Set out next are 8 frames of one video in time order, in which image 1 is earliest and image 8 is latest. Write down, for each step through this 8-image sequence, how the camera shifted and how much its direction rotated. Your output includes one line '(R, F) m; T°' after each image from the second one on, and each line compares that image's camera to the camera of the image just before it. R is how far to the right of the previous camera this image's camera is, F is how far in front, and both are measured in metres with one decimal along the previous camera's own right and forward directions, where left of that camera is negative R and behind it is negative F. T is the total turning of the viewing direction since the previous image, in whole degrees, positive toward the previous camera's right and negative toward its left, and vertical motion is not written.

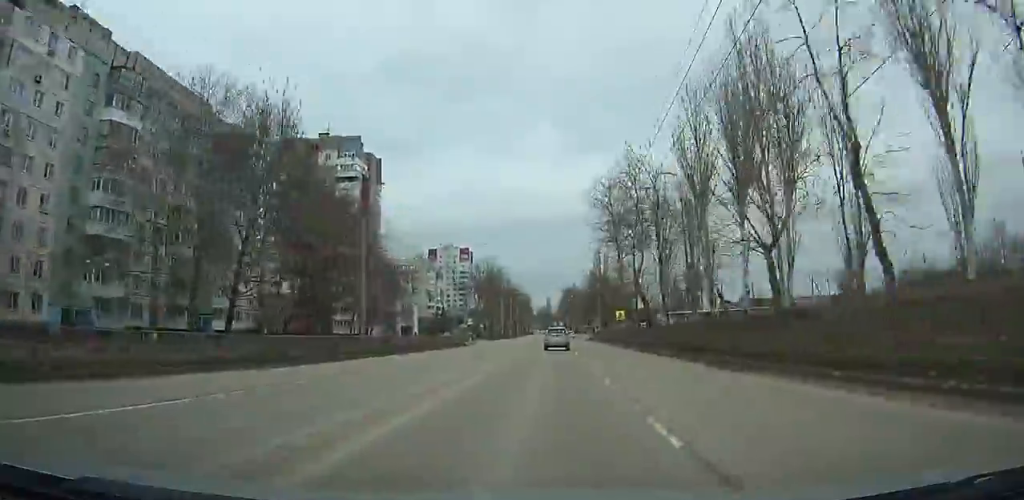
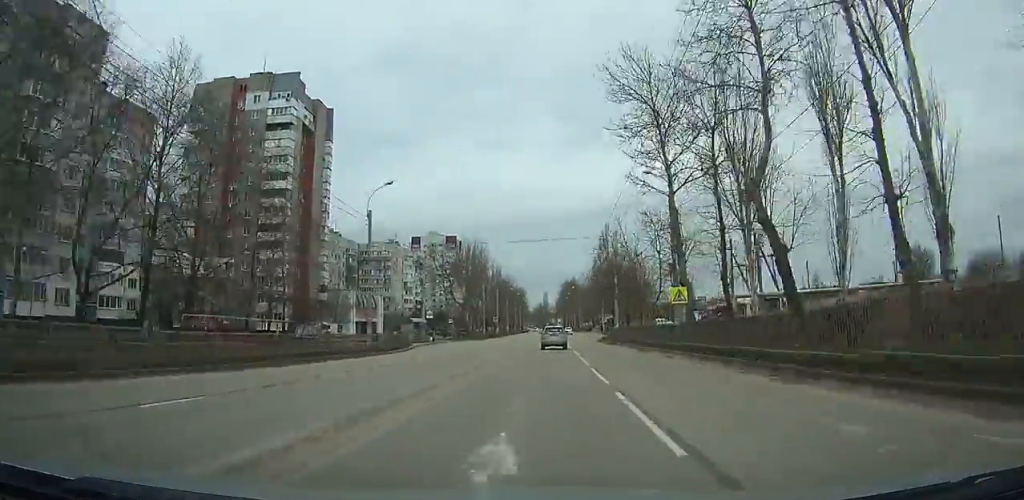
(-2.6, +33.0) m; -5°
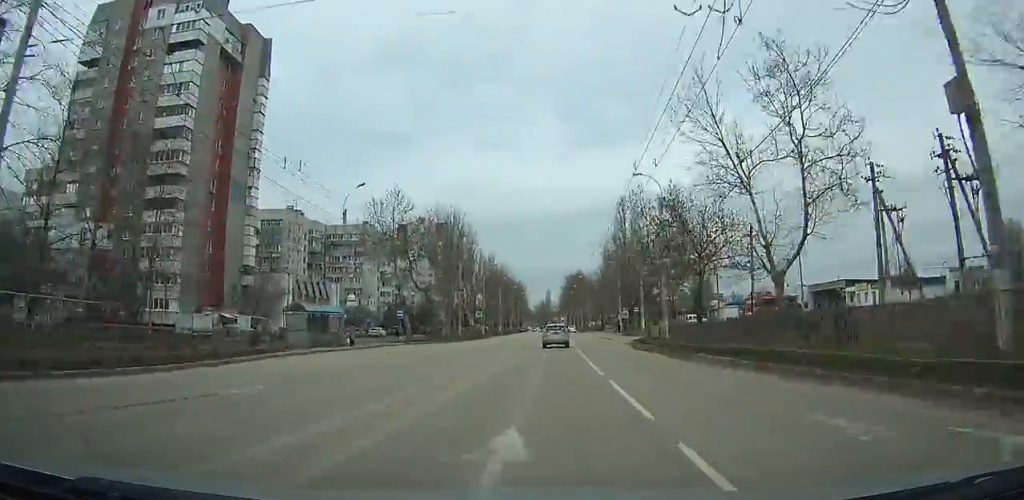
(-0.2, +30.1) m; -1°
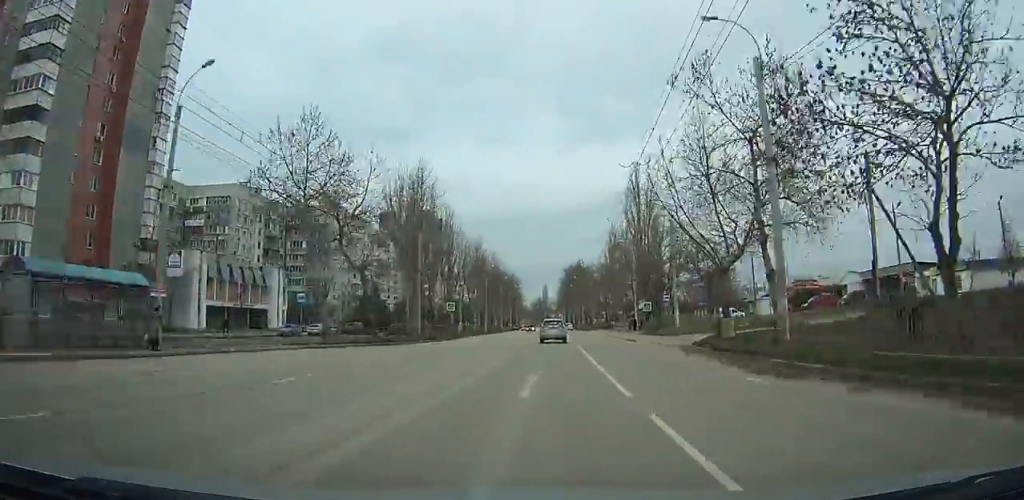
(-0.1, +22.1) m; 0°
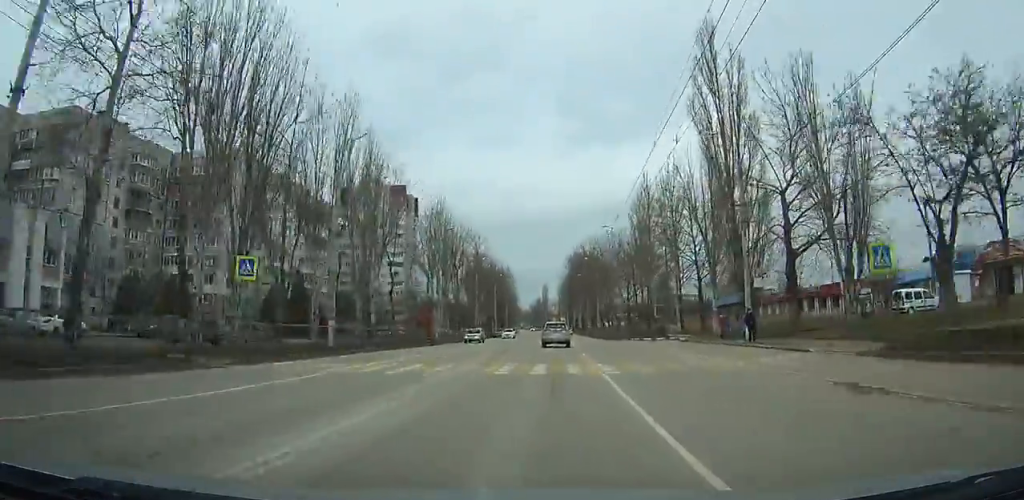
(0.0, +45.2) m; 0°
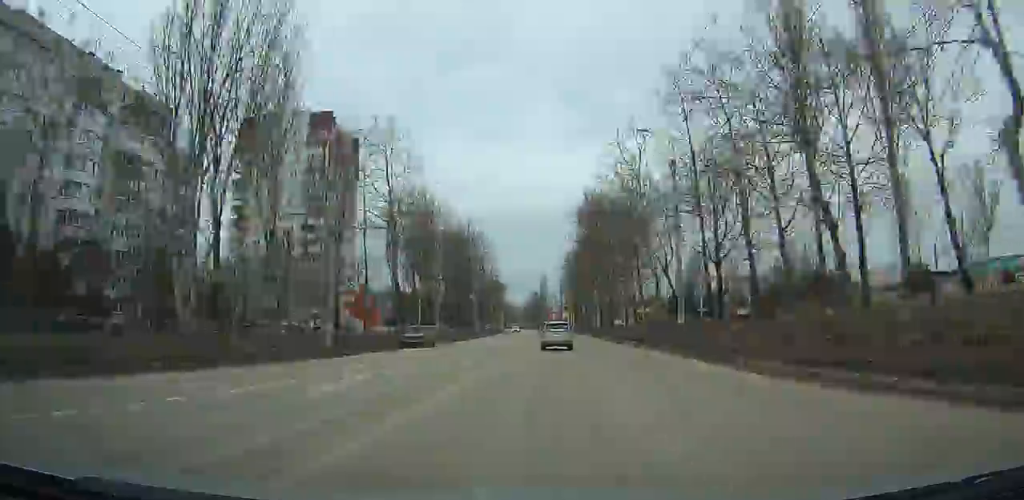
(+0.3, +59.9) m; 0°
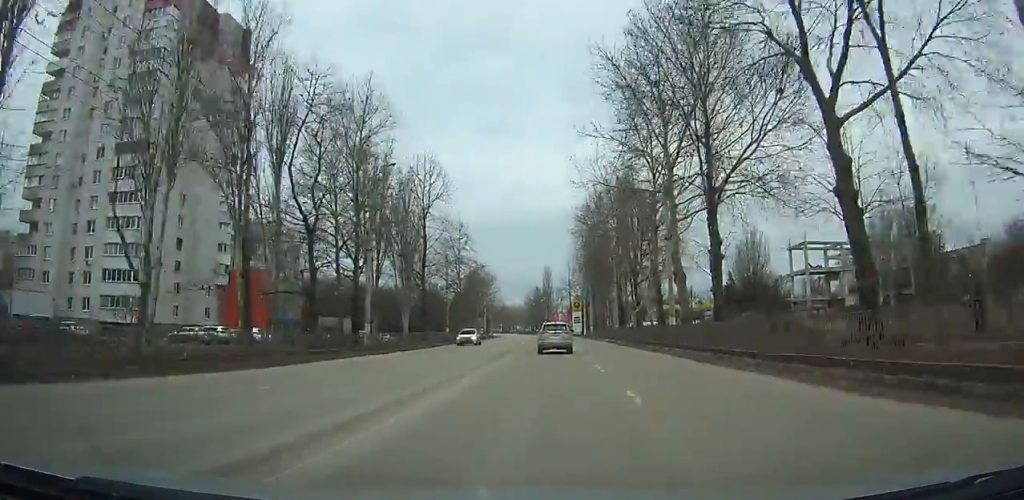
(-0.3, +53.8) m; -1°
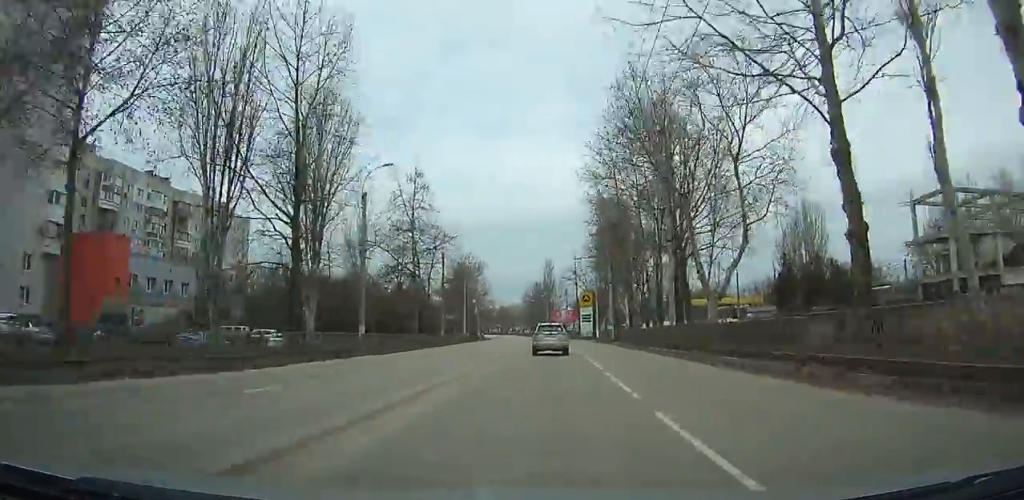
(-0.1, +30.8) m; -1°
